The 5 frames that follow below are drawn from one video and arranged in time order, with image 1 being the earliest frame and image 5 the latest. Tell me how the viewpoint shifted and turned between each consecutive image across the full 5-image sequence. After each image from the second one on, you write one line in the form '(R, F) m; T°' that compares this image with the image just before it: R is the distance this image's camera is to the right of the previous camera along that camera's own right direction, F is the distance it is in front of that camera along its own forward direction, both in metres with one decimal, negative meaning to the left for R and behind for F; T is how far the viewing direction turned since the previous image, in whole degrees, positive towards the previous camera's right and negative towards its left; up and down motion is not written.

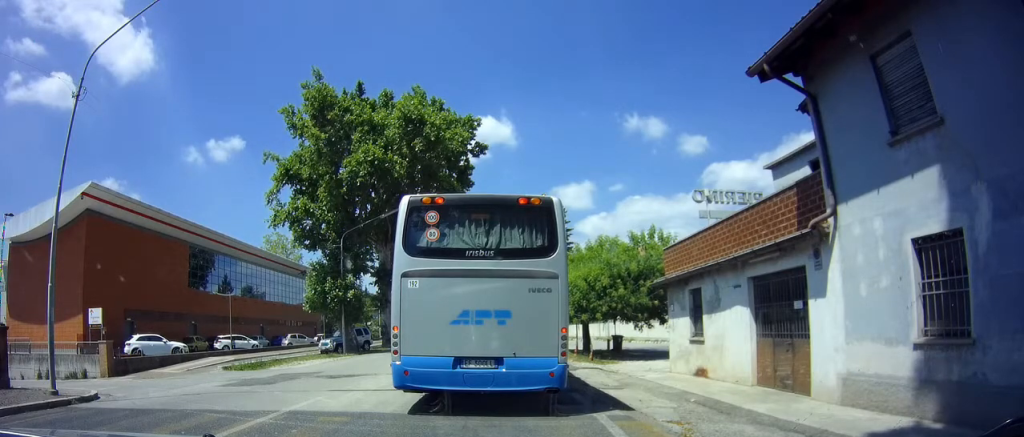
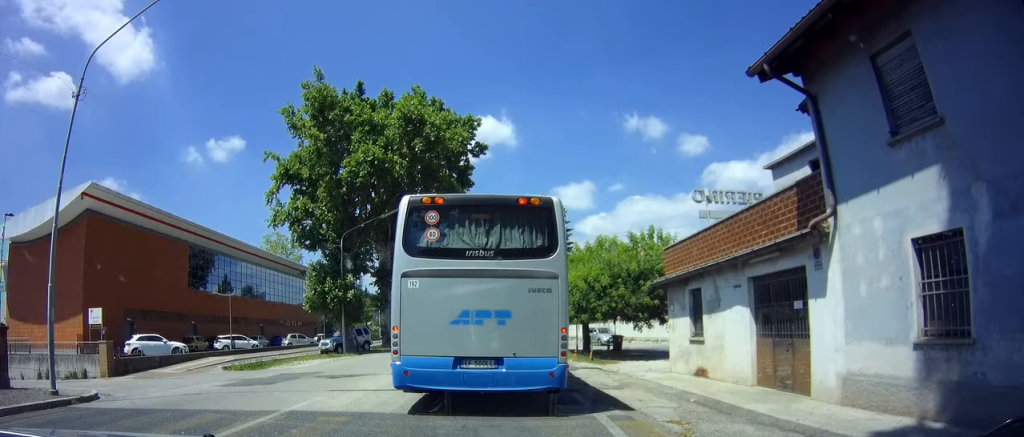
(+0.1, +0.3) m; 0°
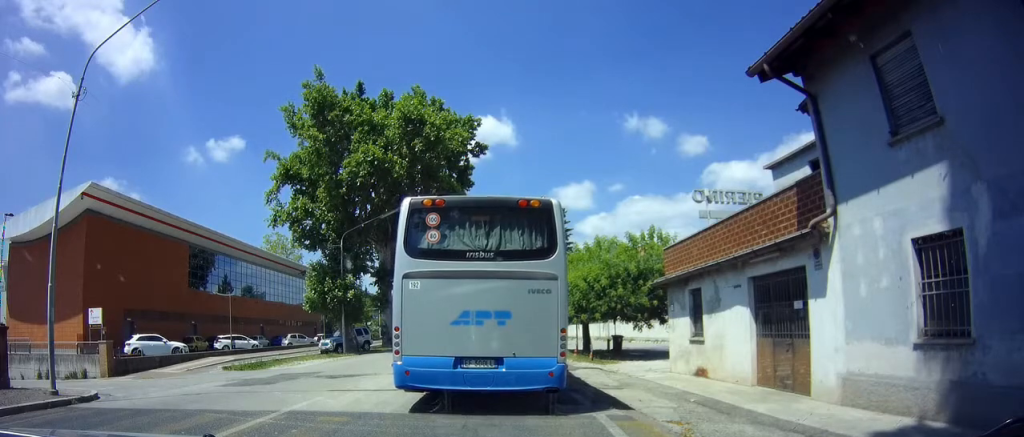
(+0.3, +0.4) m; 0°
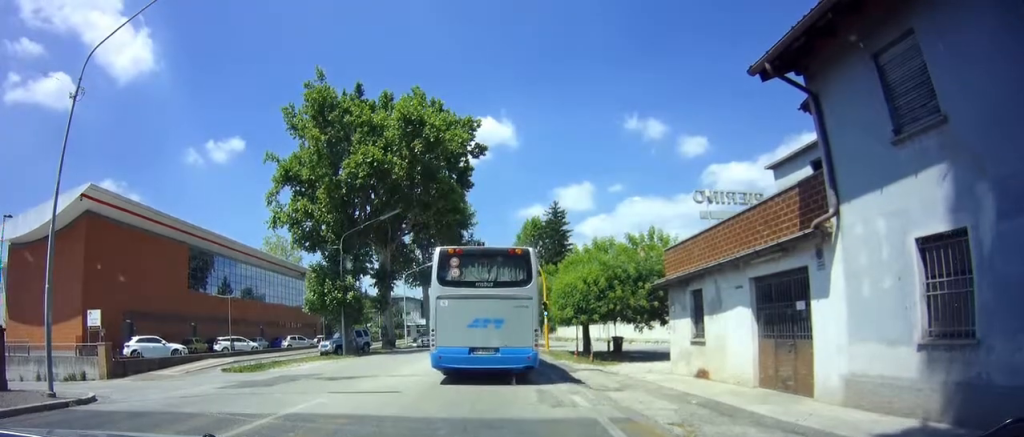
(+0.8, +2.1) m; +1°
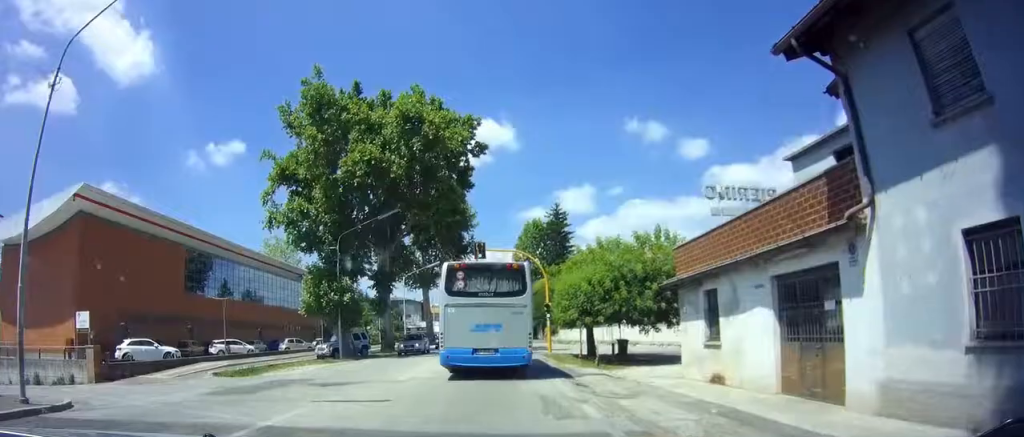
(+0.3, +1.4) m; +2°
